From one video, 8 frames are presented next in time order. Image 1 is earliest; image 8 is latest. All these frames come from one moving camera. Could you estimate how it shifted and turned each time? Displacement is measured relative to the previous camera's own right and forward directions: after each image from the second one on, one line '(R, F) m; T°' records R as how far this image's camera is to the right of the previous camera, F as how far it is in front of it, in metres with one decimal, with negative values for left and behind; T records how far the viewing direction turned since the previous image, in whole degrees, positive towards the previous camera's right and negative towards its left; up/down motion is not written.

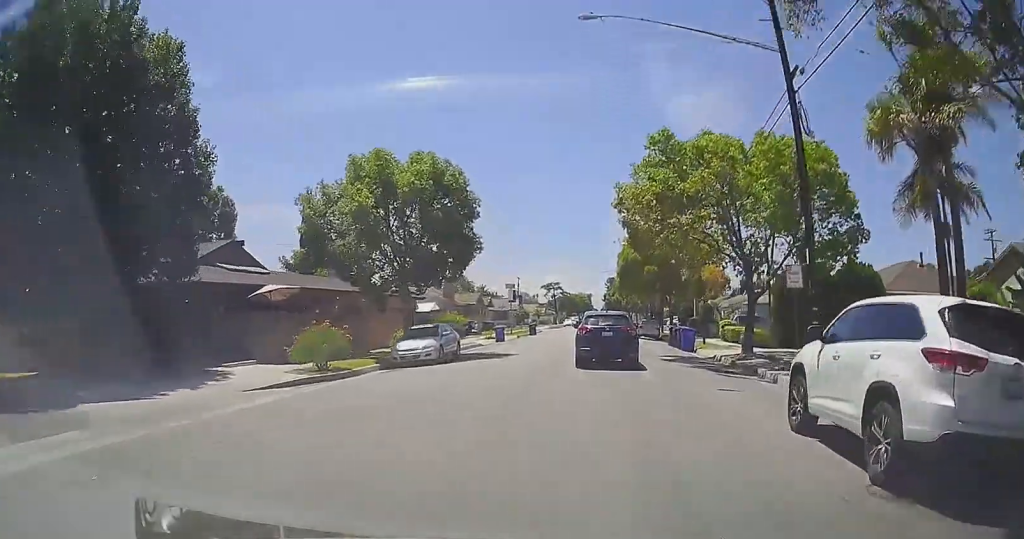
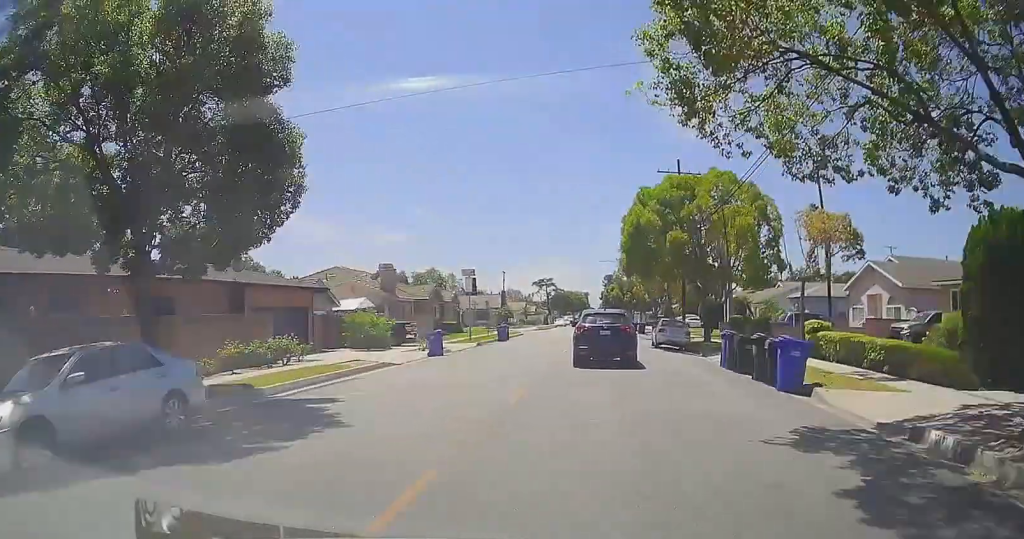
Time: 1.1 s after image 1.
(+0.4, +18.0) m; +3°
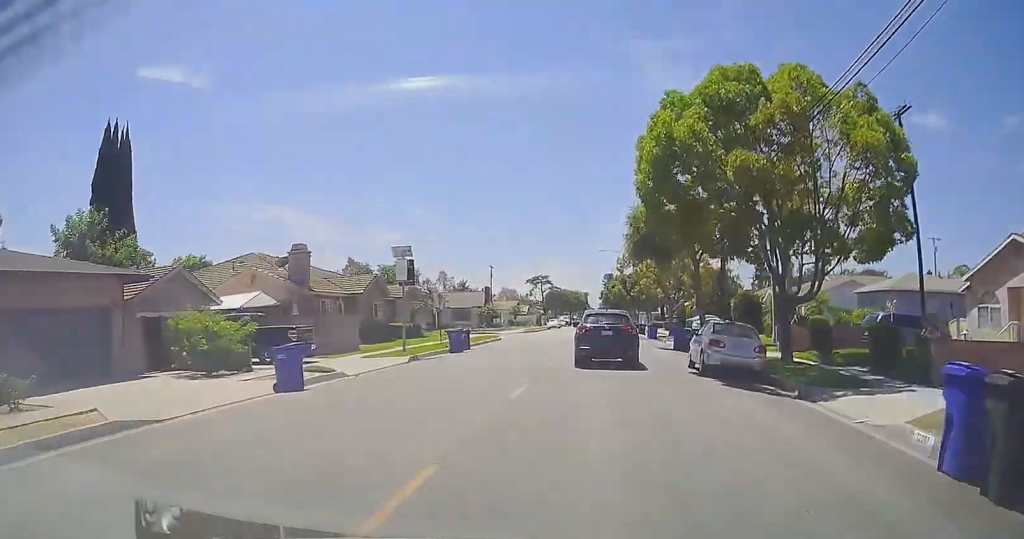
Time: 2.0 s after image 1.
(+0.1, +14.3) m; -2°
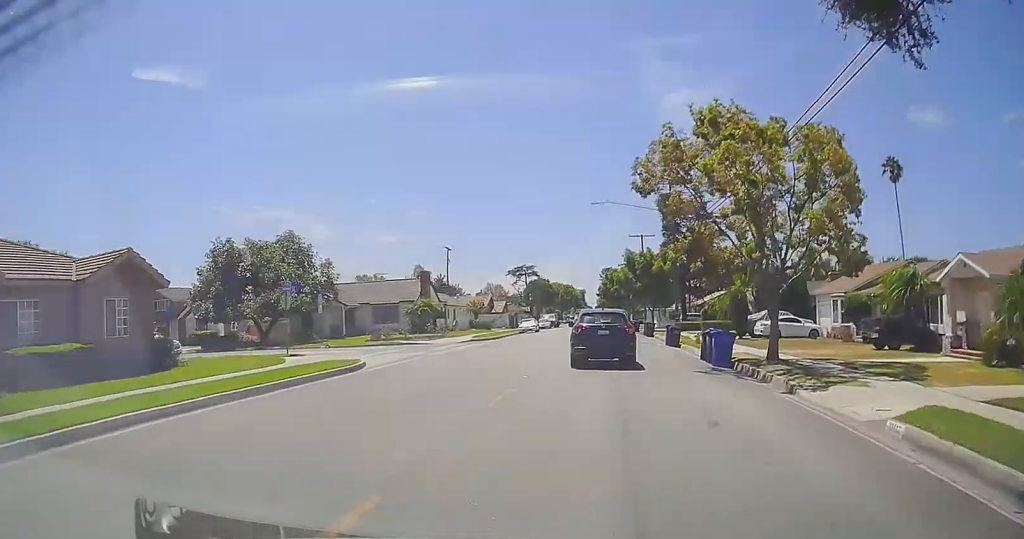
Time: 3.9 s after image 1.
(-0.4, +30.6) m; +1°
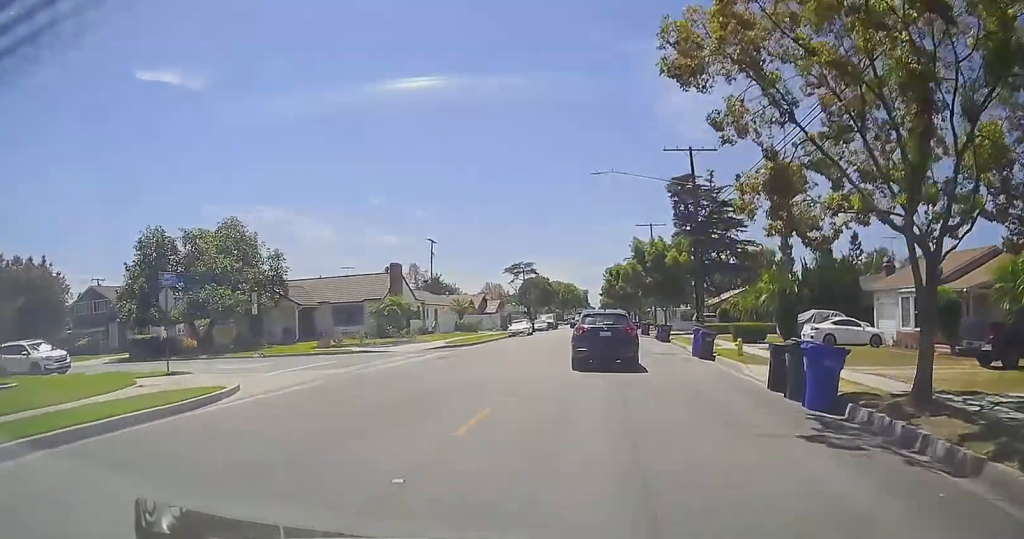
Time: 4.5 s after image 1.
(+0.1, +9.3) m; 0°
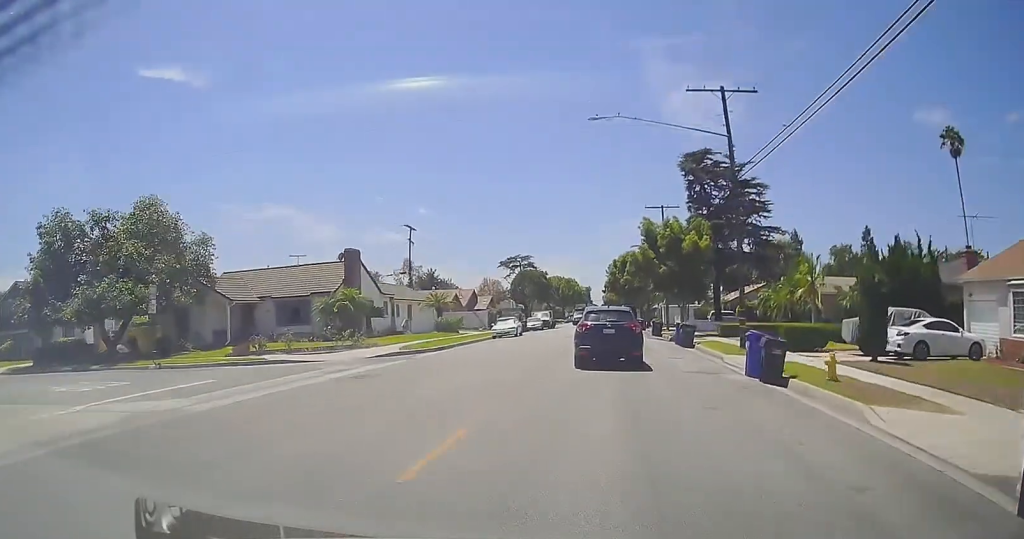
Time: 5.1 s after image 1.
(-0.1, +9.8) m; 0°
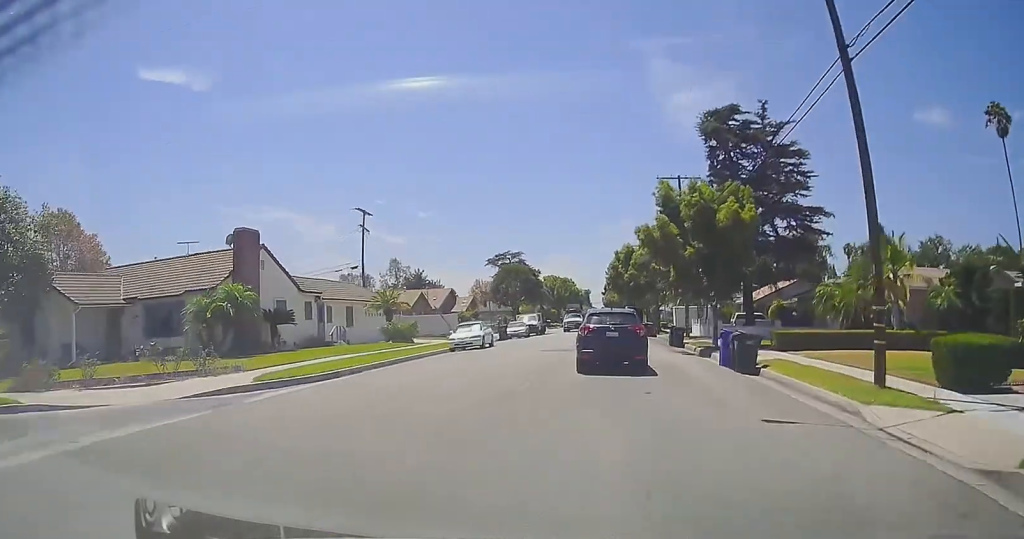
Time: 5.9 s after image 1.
(+0.1, +12.9) m; 0°
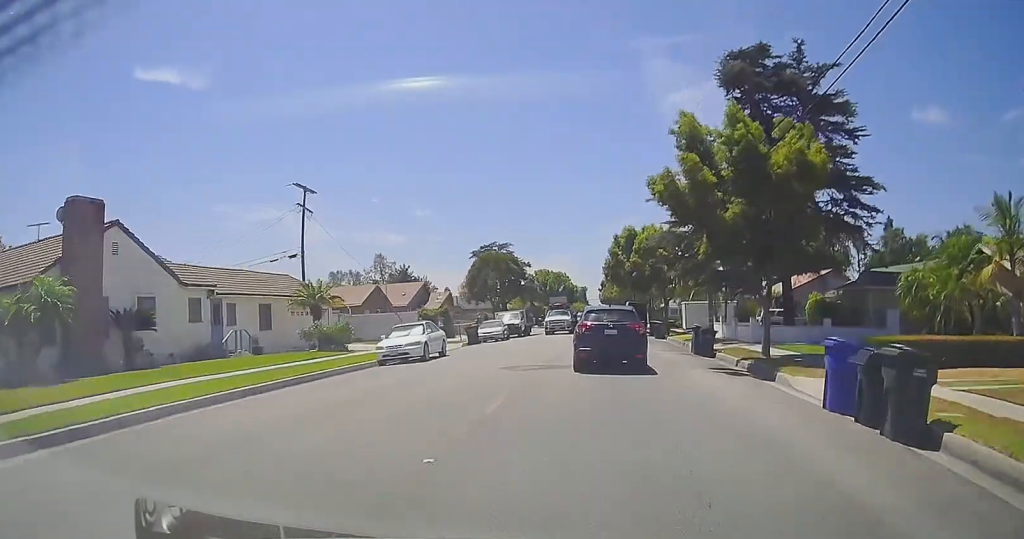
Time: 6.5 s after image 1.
(0.0, +10.1) m; -1°
